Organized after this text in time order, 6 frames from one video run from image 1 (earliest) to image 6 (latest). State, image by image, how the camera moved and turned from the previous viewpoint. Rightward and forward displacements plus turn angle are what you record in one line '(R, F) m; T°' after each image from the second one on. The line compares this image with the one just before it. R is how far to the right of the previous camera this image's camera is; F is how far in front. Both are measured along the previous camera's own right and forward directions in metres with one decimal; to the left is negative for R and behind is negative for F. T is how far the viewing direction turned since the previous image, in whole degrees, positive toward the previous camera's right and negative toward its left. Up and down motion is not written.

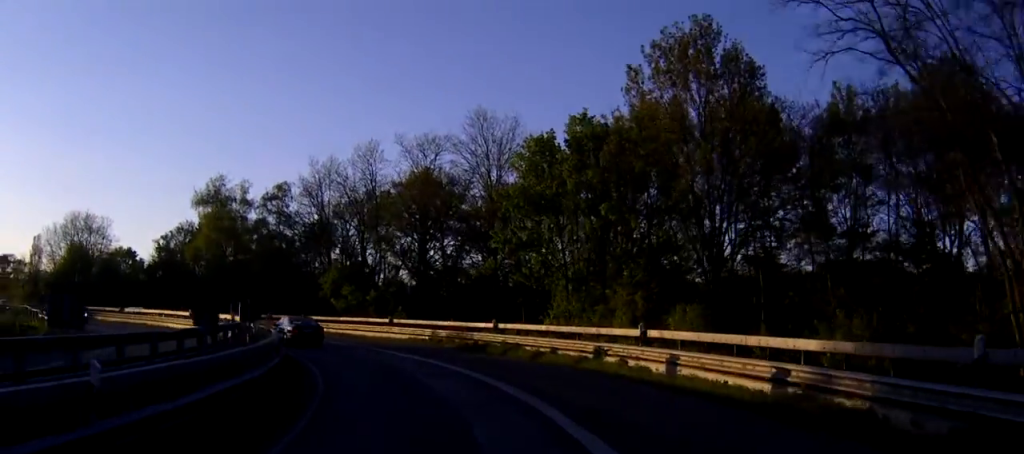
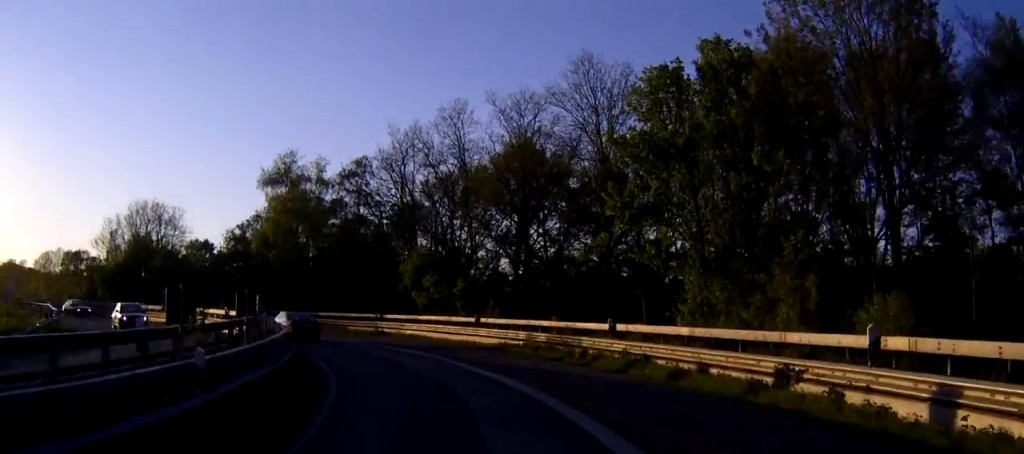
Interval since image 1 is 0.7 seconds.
(-0.5, +8.5) m; -9°
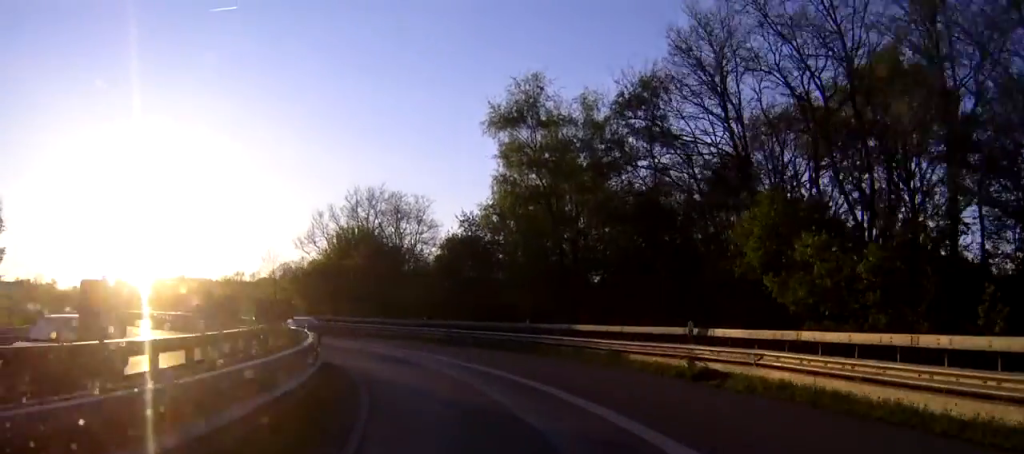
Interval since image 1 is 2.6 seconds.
(-5.1, +24.1) m; -25°
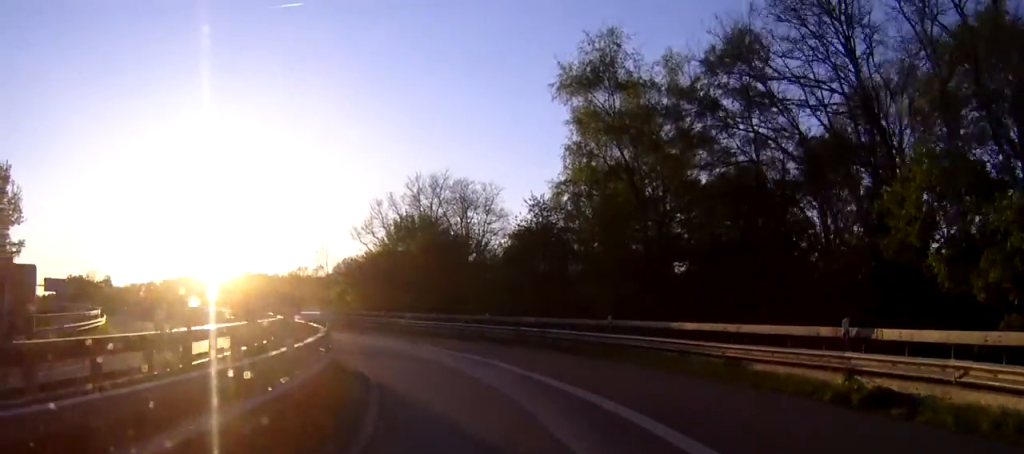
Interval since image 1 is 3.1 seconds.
(-0.6, +6.0) m; -6°
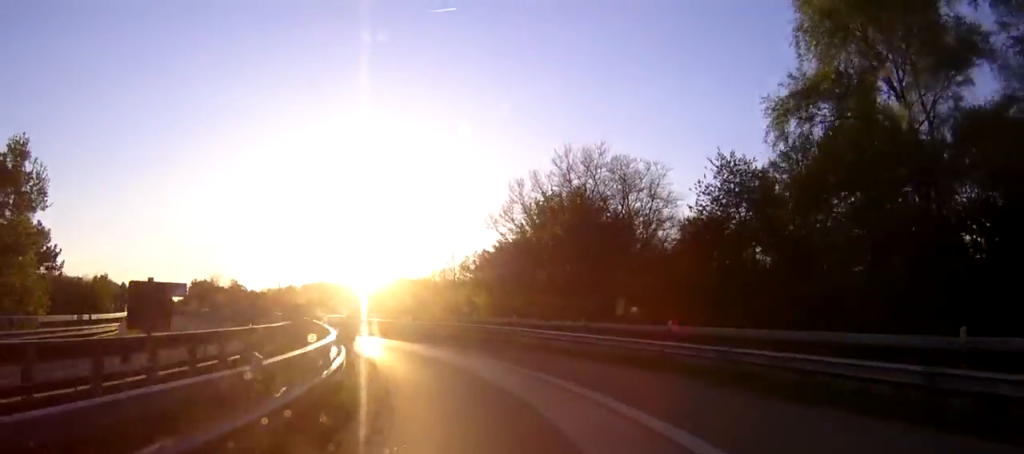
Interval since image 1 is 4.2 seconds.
(-1.7, +14.0) m; -12°
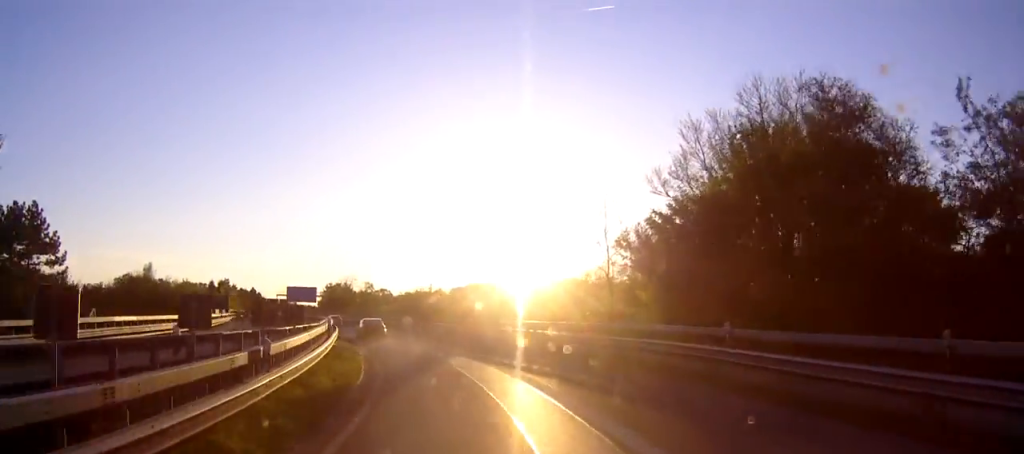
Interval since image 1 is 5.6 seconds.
(-1.8, +18.0) m; -12°
